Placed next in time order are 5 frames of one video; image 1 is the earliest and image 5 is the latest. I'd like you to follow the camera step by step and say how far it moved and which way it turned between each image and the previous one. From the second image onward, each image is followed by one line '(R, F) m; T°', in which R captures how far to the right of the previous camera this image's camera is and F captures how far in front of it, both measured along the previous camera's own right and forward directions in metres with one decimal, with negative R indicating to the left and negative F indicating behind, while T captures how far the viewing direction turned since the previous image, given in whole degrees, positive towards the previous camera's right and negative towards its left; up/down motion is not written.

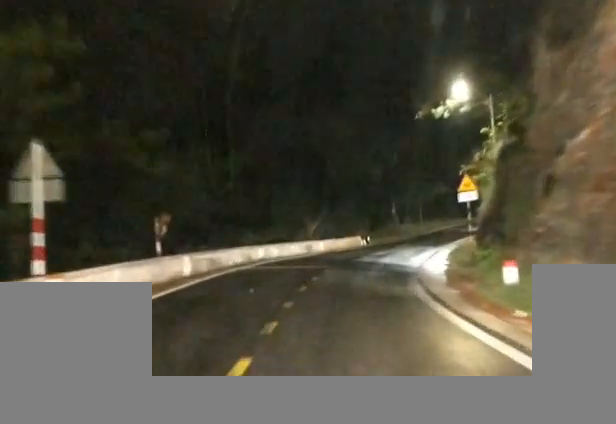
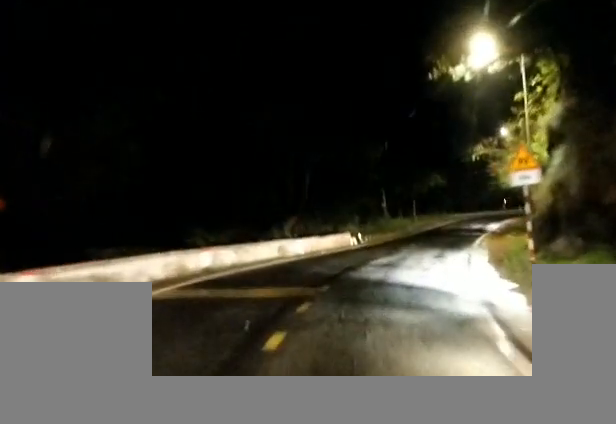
(+0.9, +9.8) m; +7°
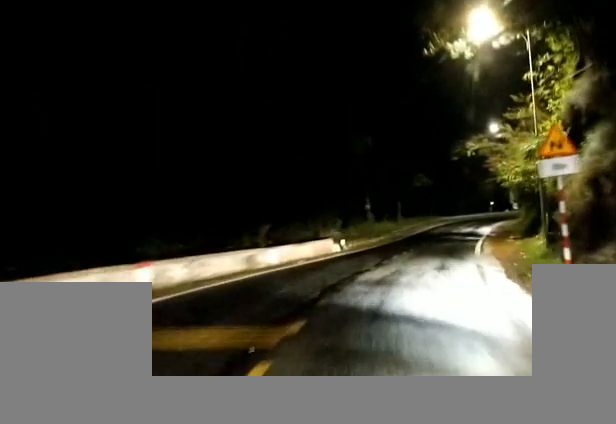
(0.0, +4.4) m; +2°
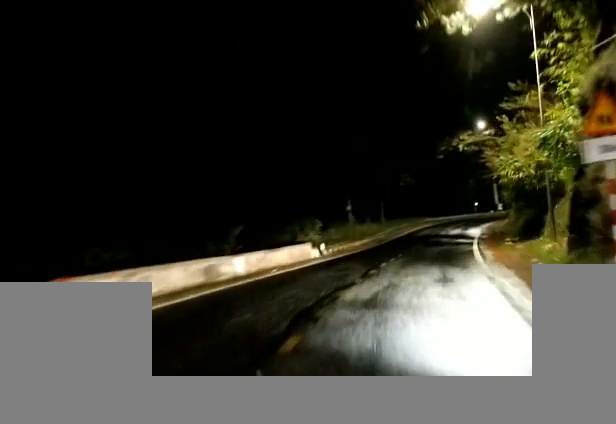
(+0.1, +4.1) m; +2°
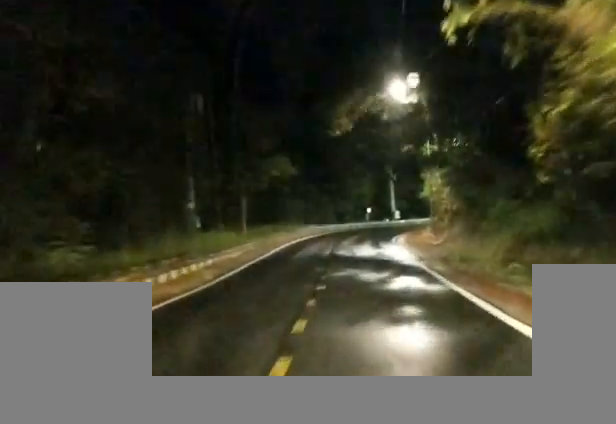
(+2.3, +25.4) m; +7°
